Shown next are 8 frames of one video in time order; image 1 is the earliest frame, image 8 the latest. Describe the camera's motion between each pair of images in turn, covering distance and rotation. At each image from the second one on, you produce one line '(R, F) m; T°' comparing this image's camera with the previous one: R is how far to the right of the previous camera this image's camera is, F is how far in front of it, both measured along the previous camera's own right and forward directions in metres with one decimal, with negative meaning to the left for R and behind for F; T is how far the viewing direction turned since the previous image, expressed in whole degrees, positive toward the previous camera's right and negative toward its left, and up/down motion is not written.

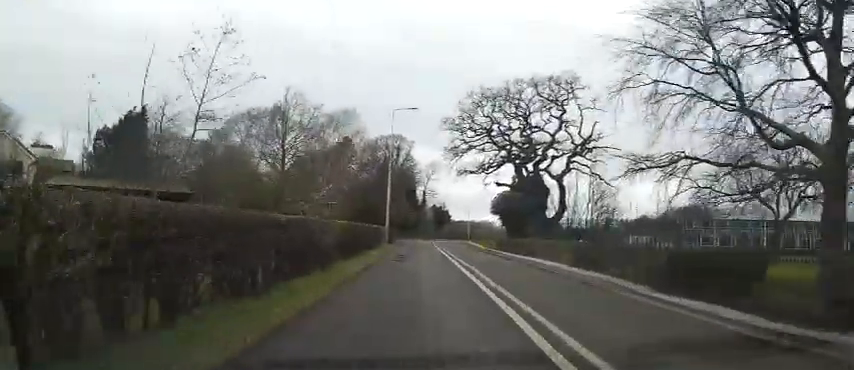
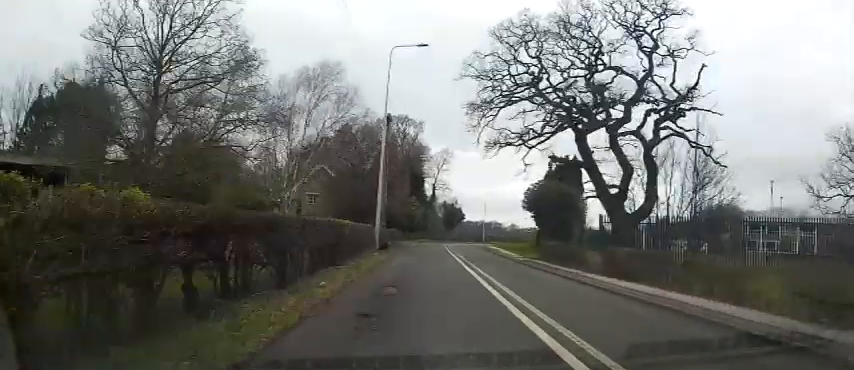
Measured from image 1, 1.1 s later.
(-0.5, +14.1) m; -3°
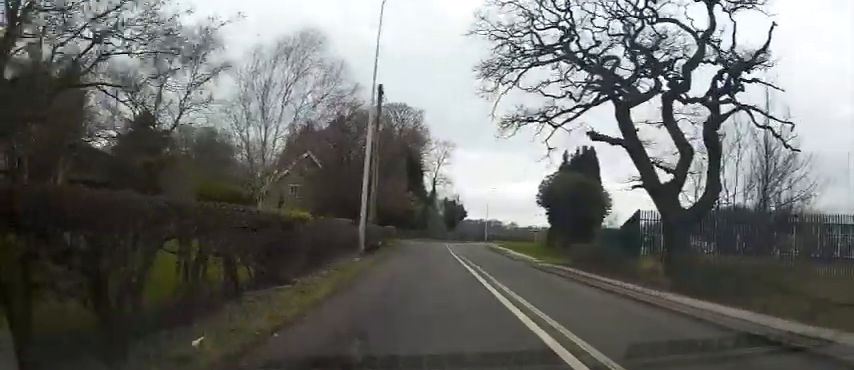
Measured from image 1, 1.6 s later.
(0.0, +5.6) m; -1°
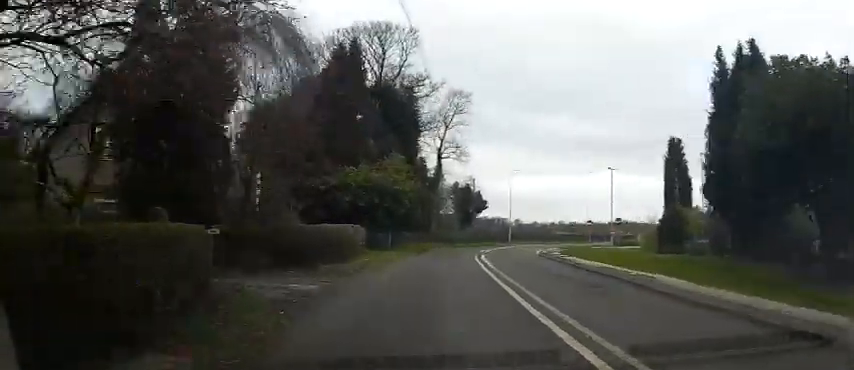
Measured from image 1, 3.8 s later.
(-0.1, +26.1) m; +1°
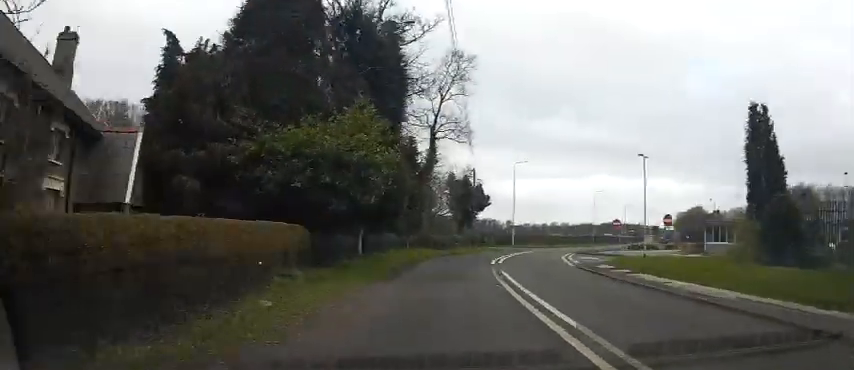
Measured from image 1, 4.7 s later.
(+0.1, +10.9) m; +1°
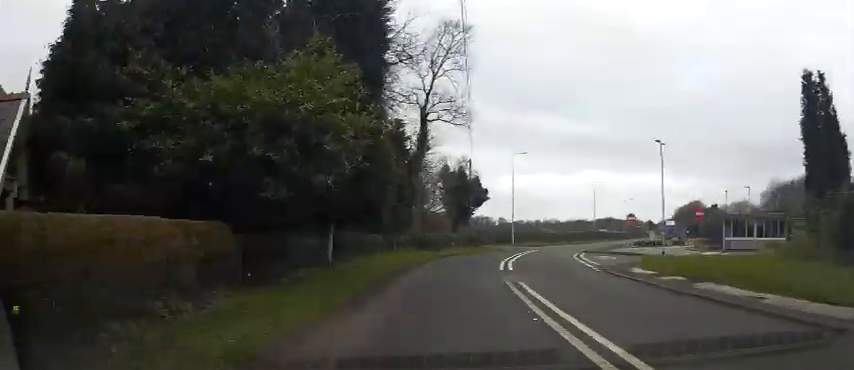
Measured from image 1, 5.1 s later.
(0.0, +5.0) m; 0°
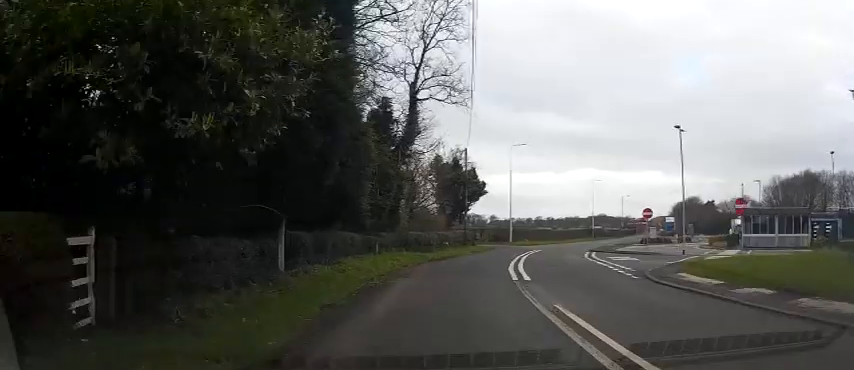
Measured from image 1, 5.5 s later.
(+0.1, +5.0) m; +1°
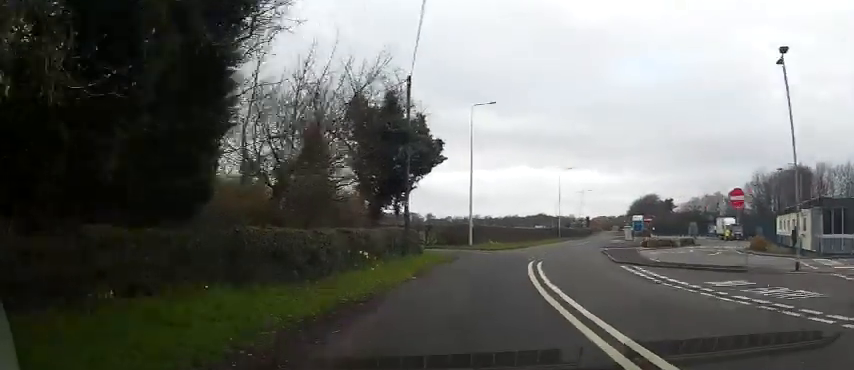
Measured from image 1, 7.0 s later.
(+0.5, +17.3) m; +6°
